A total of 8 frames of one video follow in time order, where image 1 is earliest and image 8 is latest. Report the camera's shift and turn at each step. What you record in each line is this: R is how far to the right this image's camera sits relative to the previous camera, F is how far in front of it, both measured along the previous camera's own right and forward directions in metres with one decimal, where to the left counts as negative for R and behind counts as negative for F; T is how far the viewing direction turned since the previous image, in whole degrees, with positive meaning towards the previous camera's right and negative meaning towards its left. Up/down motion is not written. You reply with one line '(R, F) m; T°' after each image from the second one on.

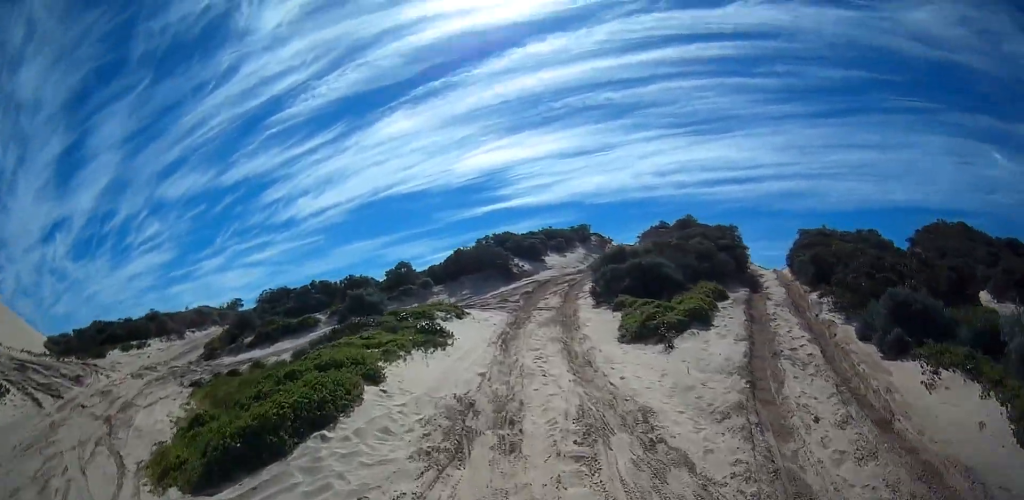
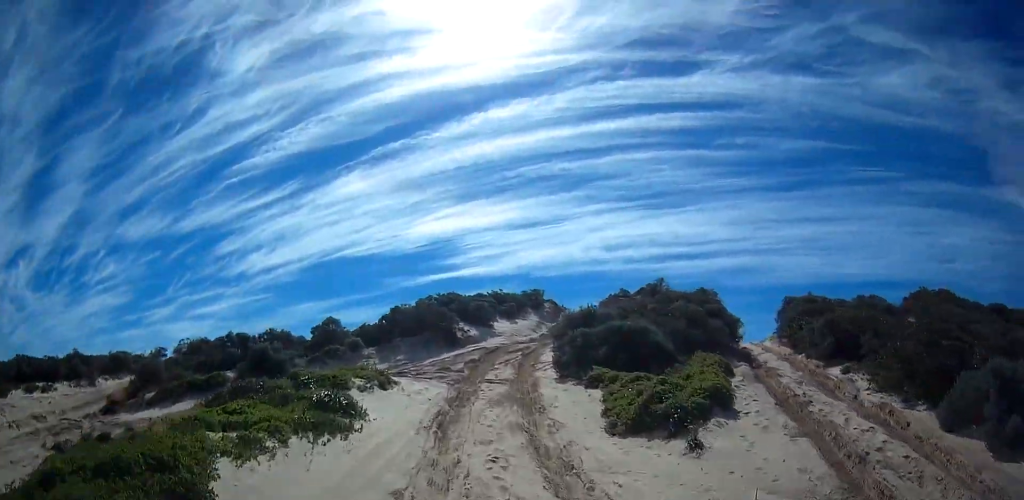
(0.0, +4.1) m; 0°
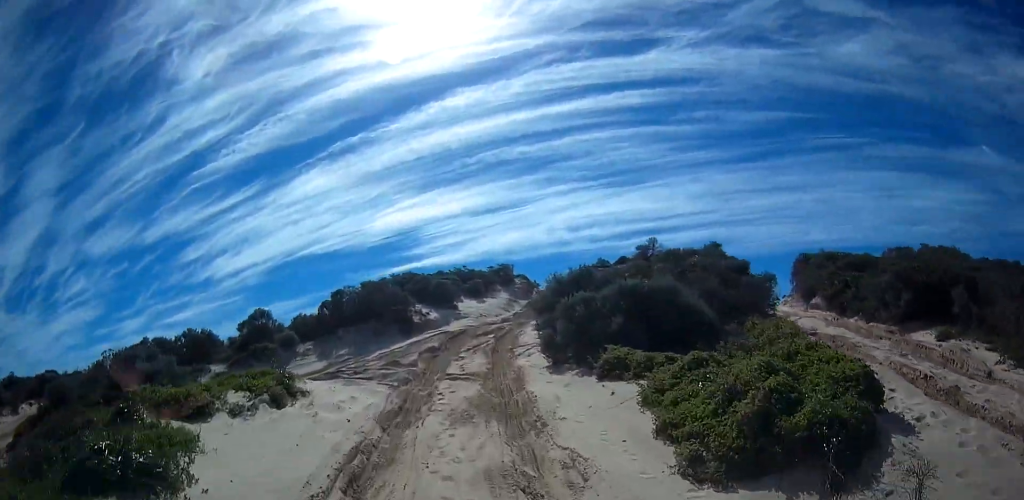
(0.0, +4.7) m; 0°
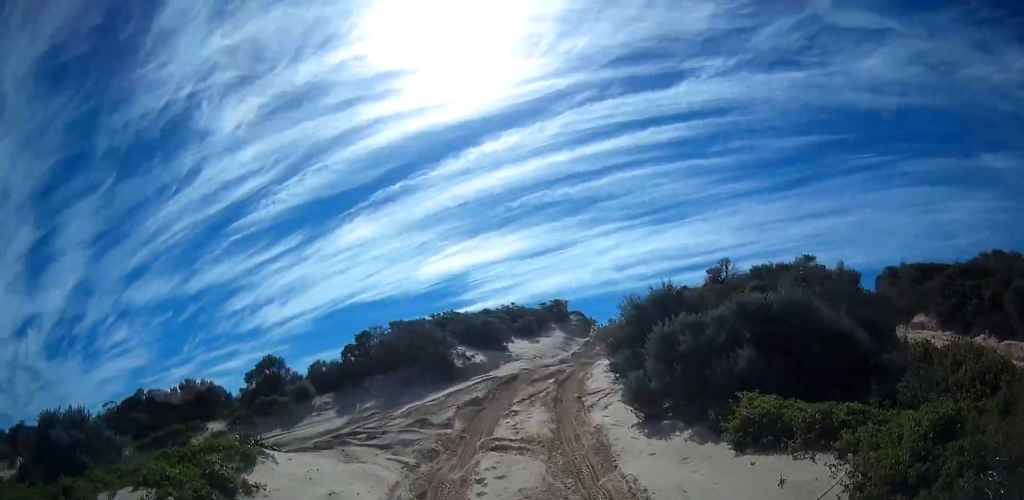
(0.0, +3.6) m; 0°
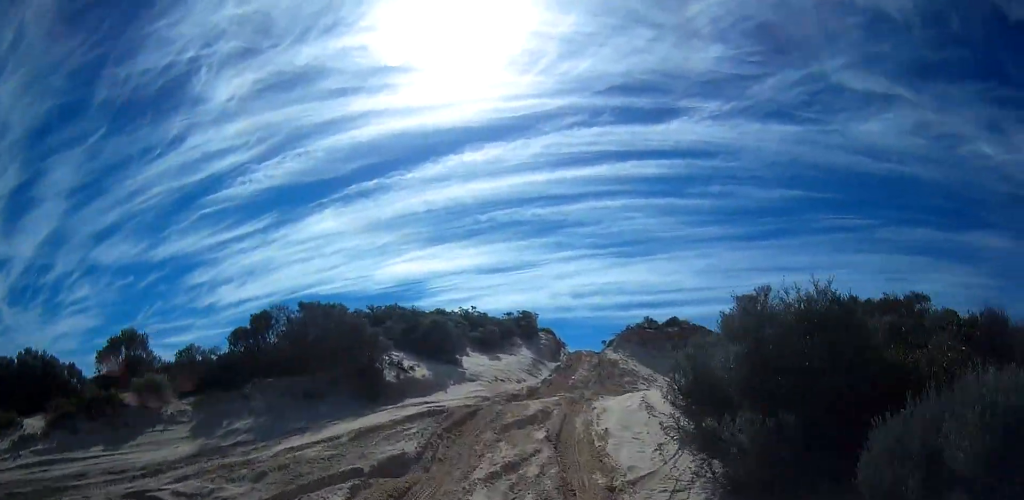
(0.0, +6.3) m; +2°
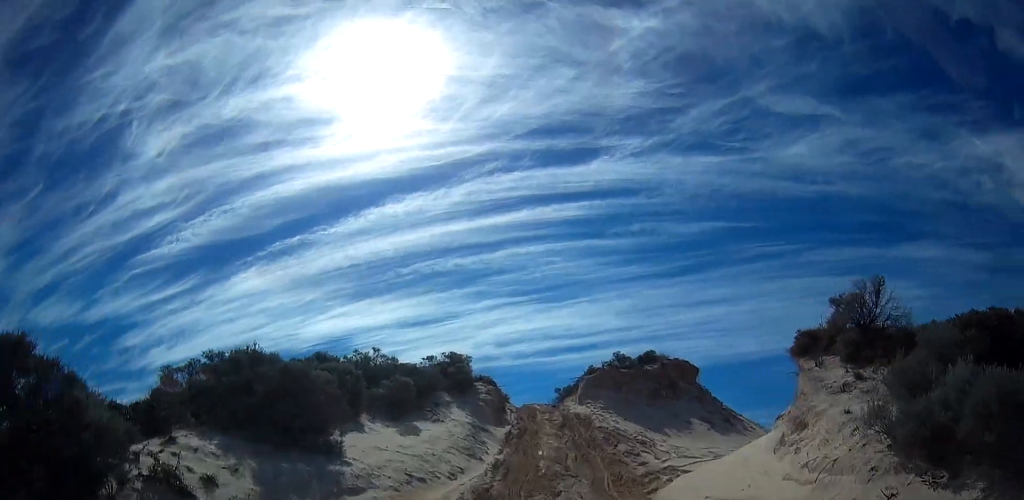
(+0.4, +9.5) m; +9°
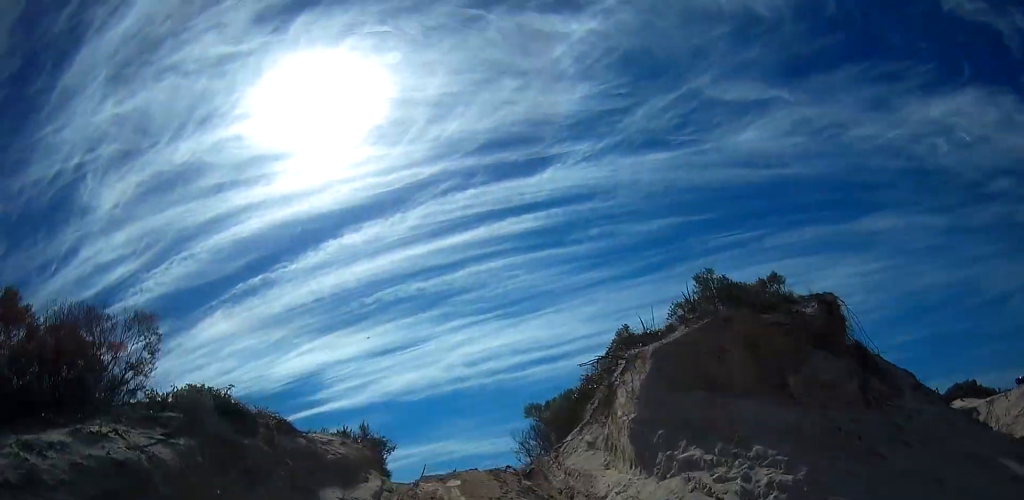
(+4.2, +18.7) m; +13°
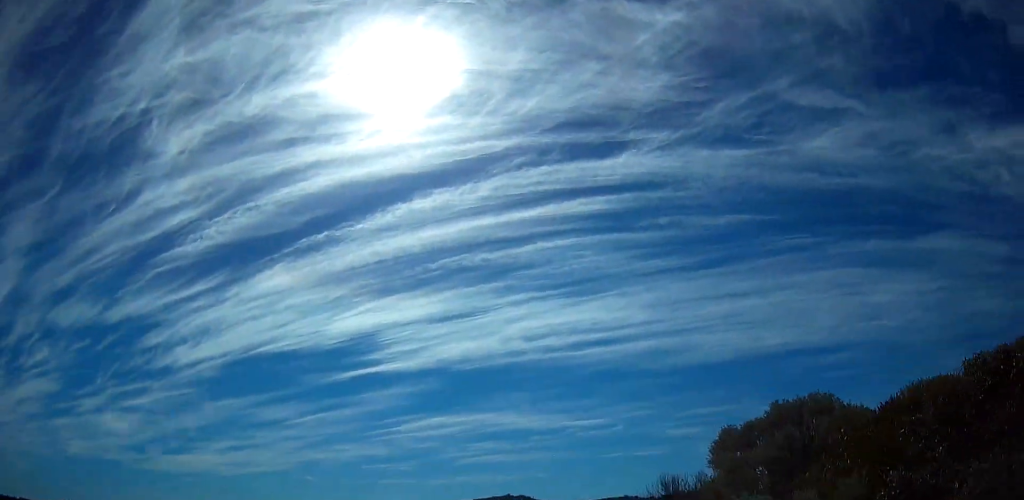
(-1.2, +11.5) m; -10°
